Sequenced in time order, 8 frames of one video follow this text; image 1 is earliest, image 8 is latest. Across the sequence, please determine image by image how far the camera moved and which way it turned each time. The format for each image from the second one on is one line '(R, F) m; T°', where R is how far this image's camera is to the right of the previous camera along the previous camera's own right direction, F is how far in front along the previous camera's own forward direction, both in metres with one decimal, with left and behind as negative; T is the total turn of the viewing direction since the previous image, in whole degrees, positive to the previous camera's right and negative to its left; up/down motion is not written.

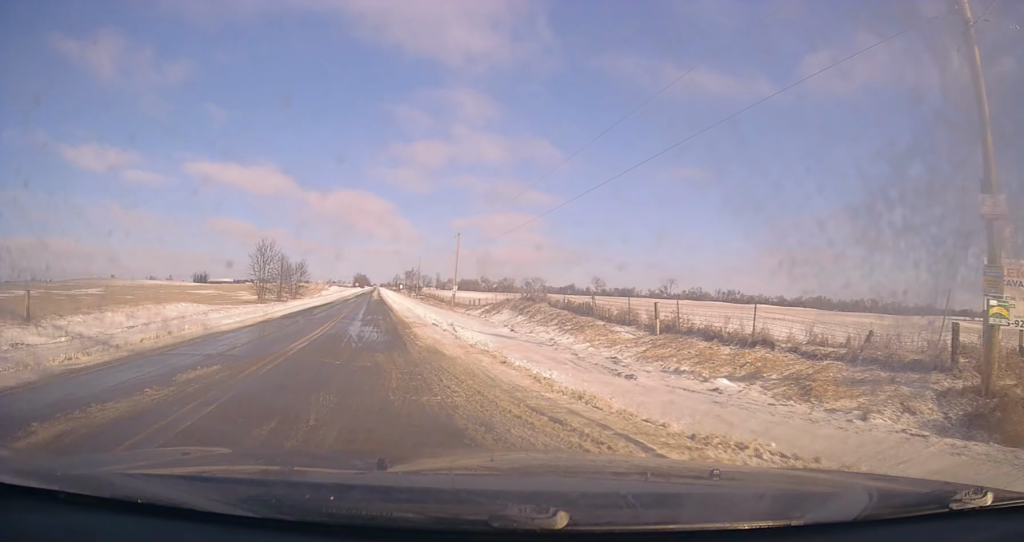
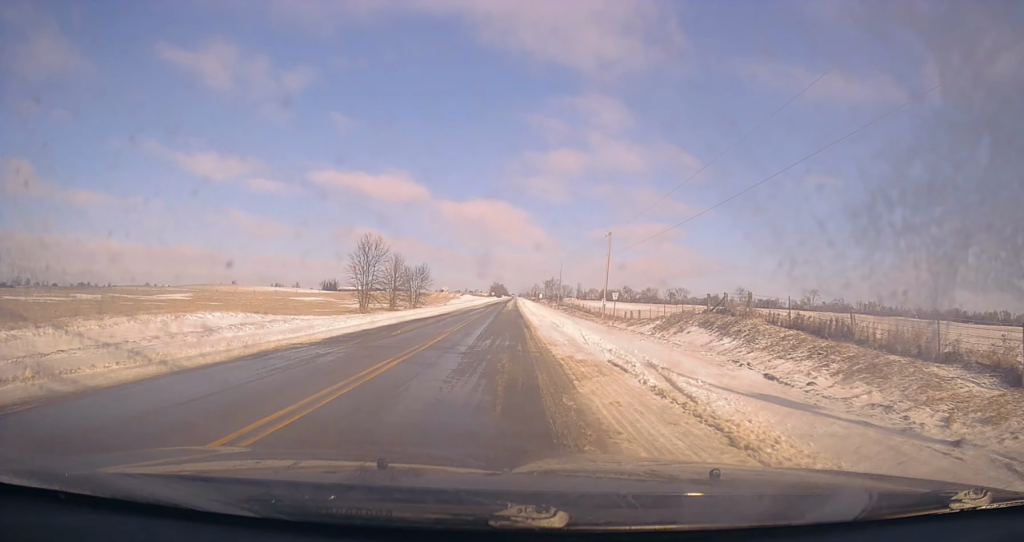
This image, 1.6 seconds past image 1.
(-1.8, +11.8) m; -17°
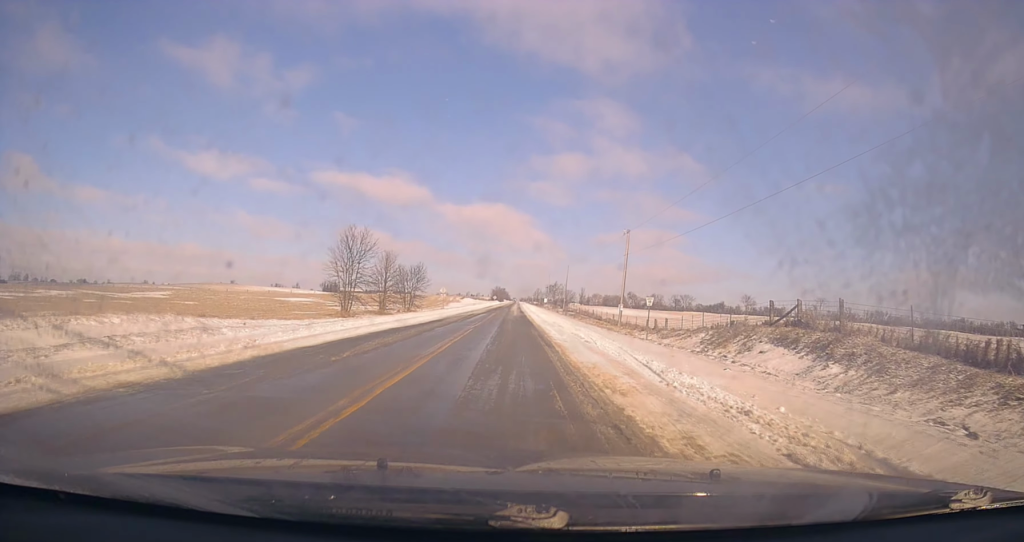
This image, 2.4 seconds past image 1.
(-0.6, +7.5) m; -2°
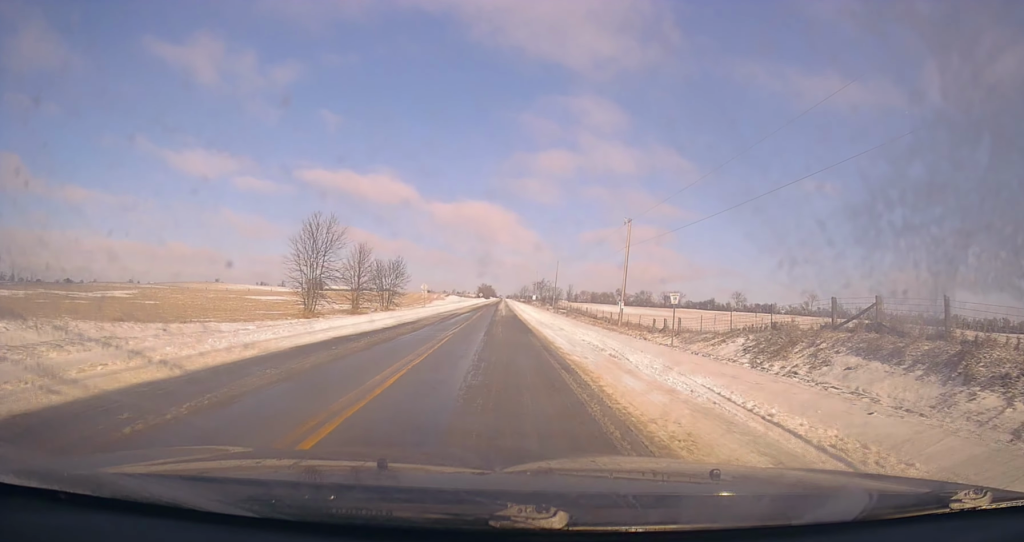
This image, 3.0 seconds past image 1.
(+0.2, +6.1) m; +1°
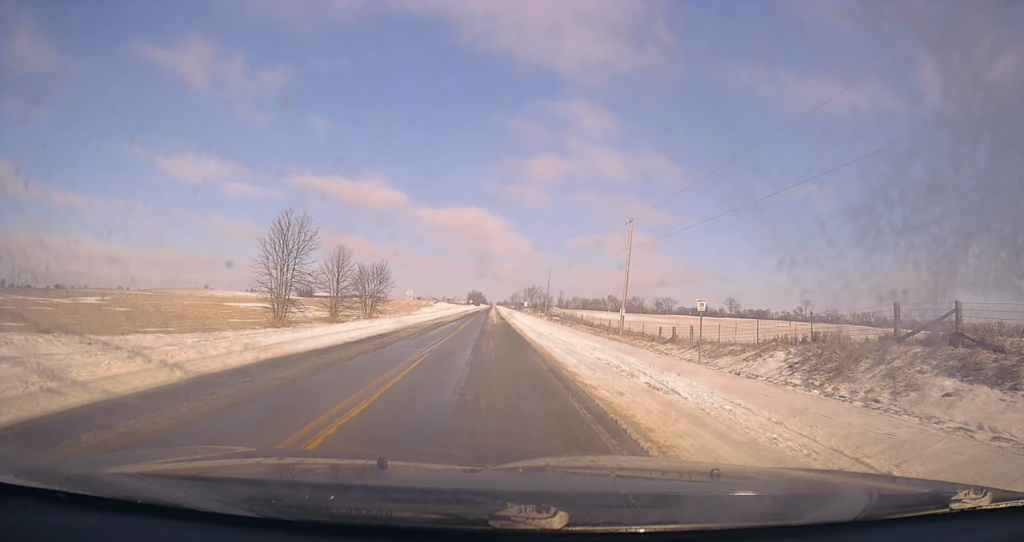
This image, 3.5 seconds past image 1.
(+0.1, +4.1) m; 0°
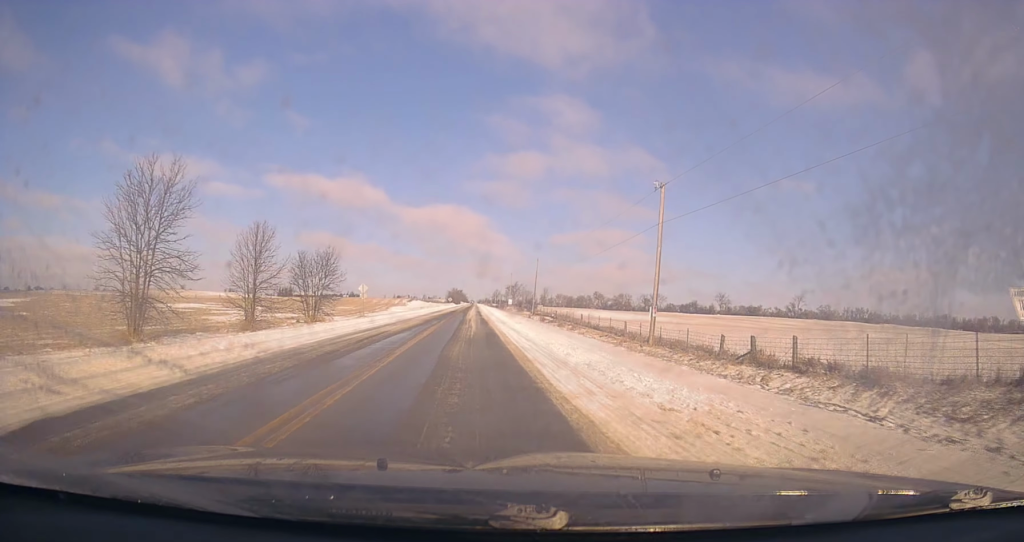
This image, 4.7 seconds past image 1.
(-0.1, +13.5) m; +1°
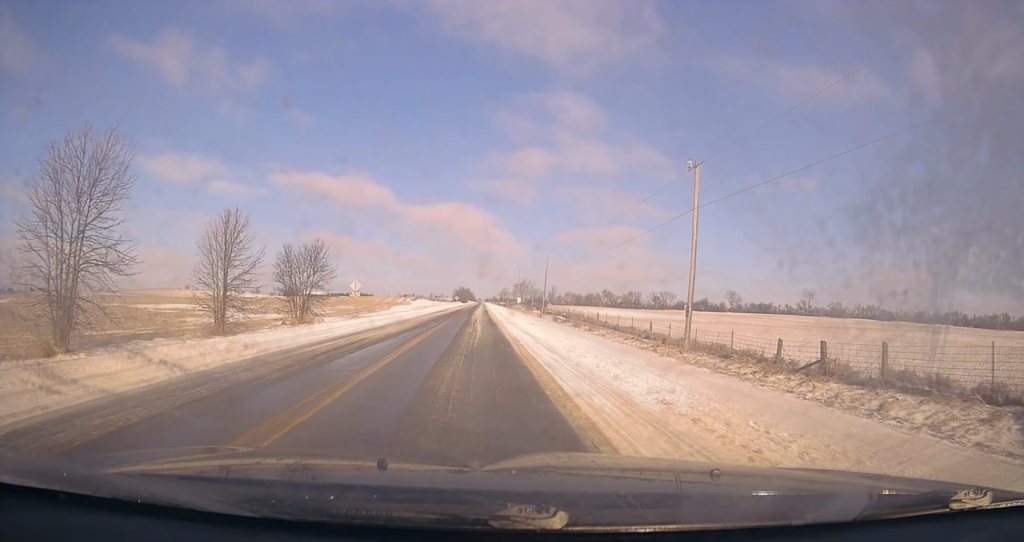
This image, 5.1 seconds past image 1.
(0.0, +5.0) m; +1°
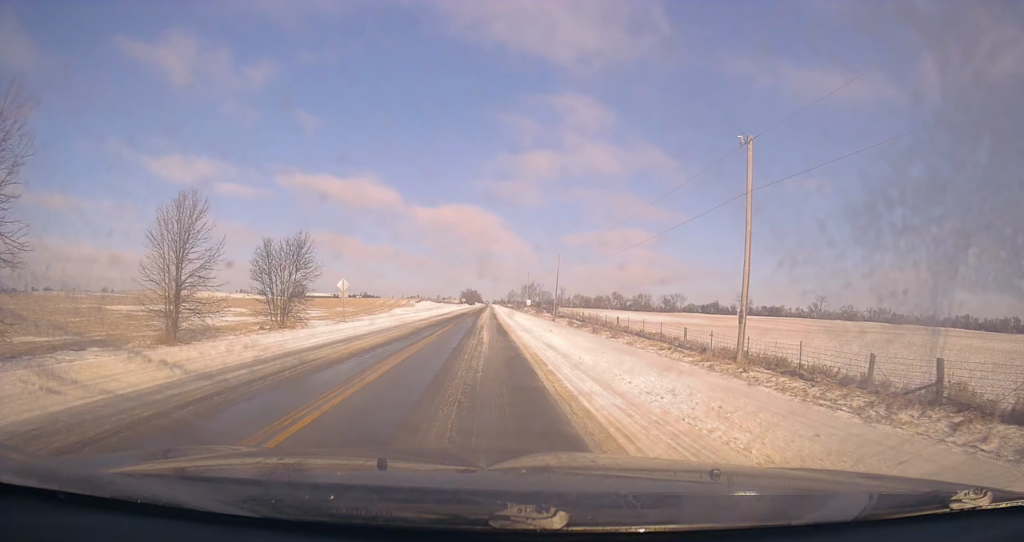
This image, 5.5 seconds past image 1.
(0.0, +5.3) m; +1°
